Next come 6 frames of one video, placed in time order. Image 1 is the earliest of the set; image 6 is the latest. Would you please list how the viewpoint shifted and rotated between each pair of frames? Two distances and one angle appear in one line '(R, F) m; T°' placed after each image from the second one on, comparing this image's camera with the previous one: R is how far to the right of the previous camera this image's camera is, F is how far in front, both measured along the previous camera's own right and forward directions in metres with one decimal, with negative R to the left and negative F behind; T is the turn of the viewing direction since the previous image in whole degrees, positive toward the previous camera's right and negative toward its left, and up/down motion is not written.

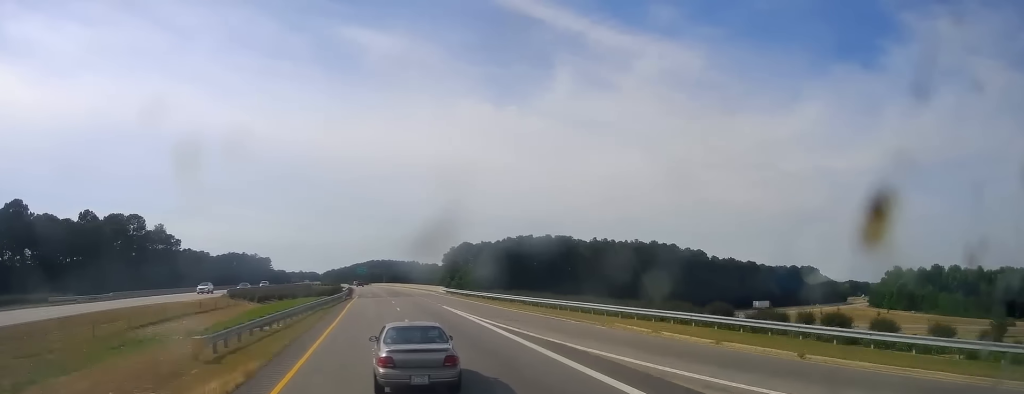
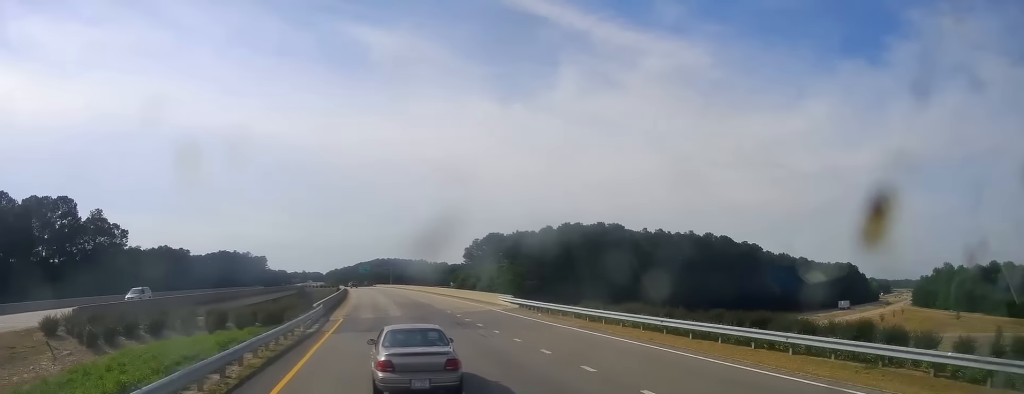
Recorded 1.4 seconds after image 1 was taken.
(-0.9, +43.9) m; -2°
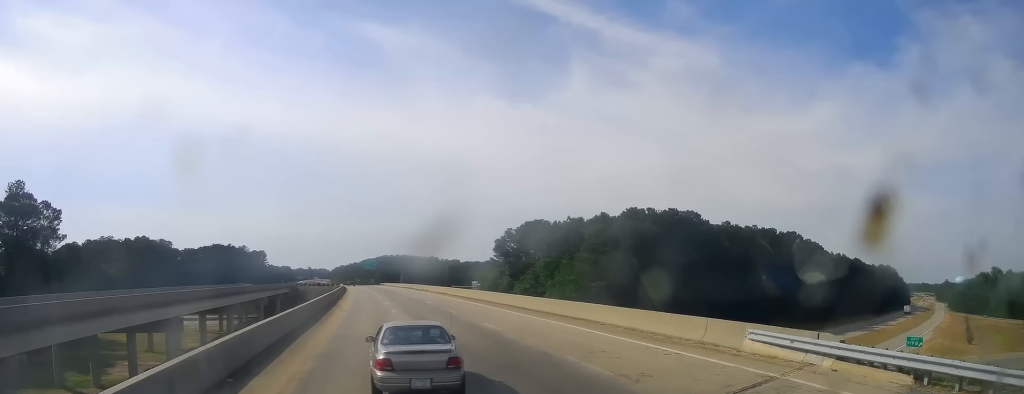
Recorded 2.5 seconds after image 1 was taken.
(-0.4, +34.1) m; 0°
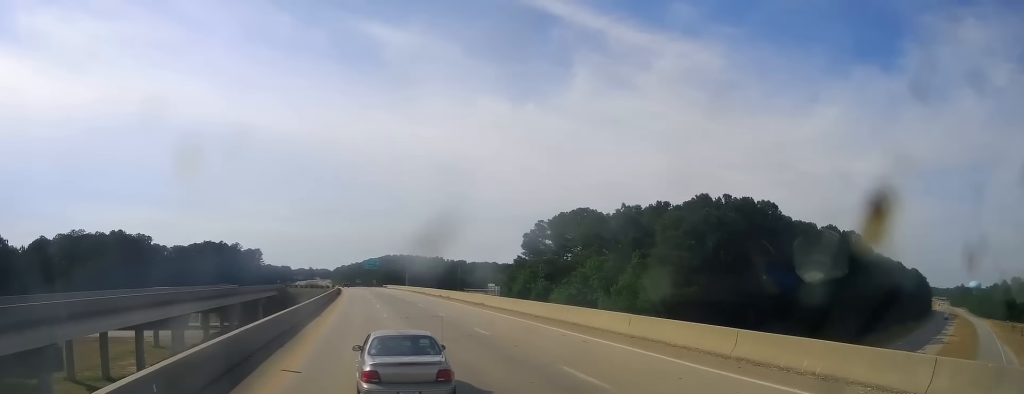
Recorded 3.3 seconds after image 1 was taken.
(+0.1, +24.8) m; 0°
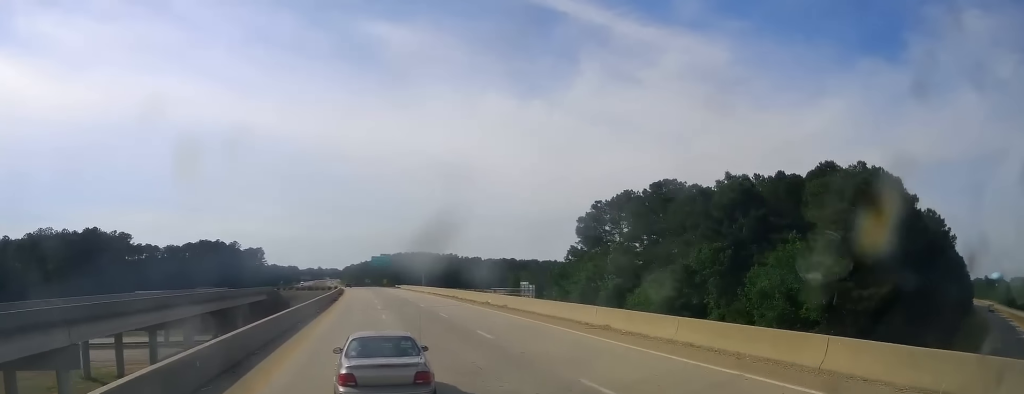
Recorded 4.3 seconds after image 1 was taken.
(-0.3, +27.8) m; -2°
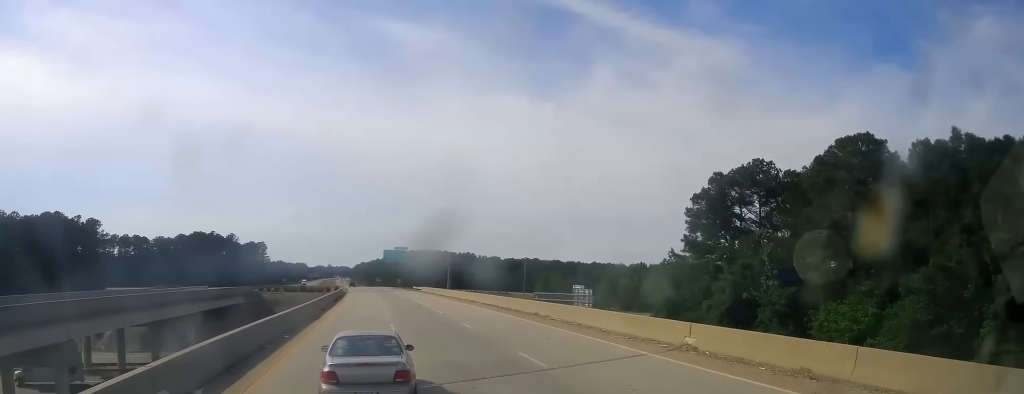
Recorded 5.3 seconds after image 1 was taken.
(-0.8, +30.7) m; -2°
